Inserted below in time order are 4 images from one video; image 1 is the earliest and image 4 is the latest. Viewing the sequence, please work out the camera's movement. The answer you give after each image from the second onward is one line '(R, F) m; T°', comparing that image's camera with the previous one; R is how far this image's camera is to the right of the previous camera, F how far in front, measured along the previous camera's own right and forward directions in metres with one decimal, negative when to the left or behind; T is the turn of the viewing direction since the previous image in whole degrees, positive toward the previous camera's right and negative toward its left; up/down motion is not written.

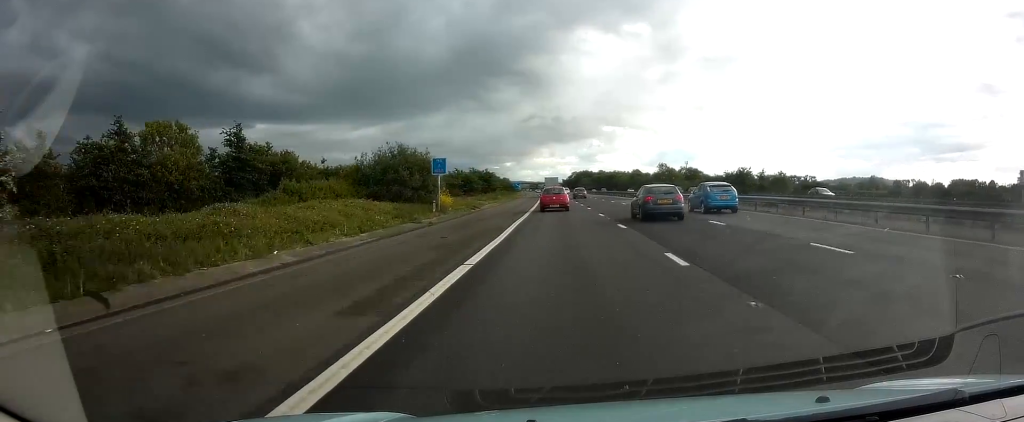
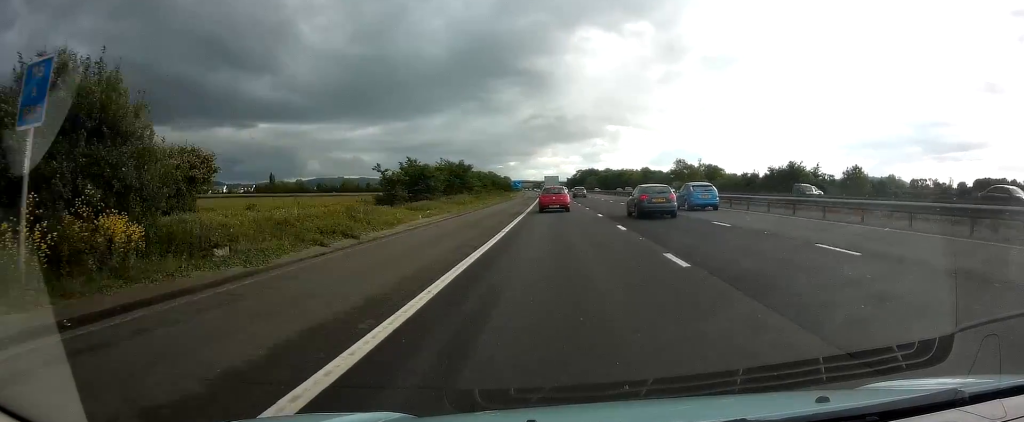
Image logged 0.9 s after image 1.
(-0.1, +27.7) m; -1°
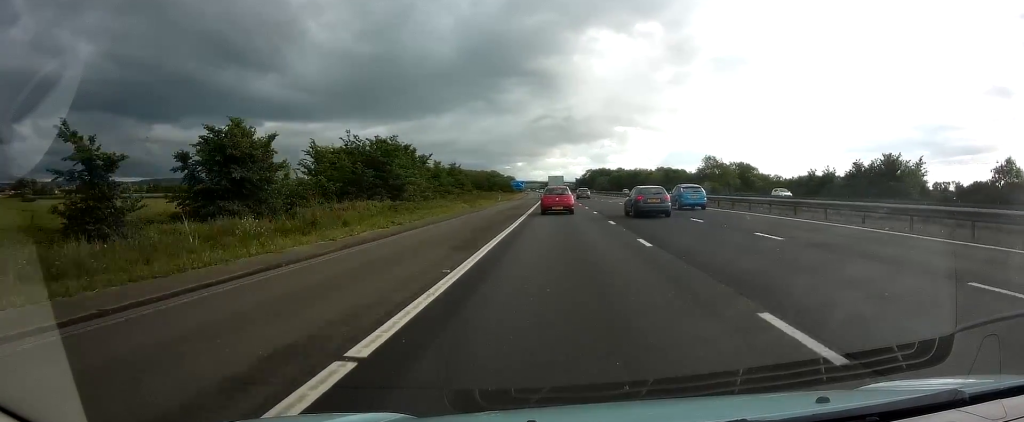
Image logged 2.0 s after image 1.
(-0.3, +32.1) m; 0°
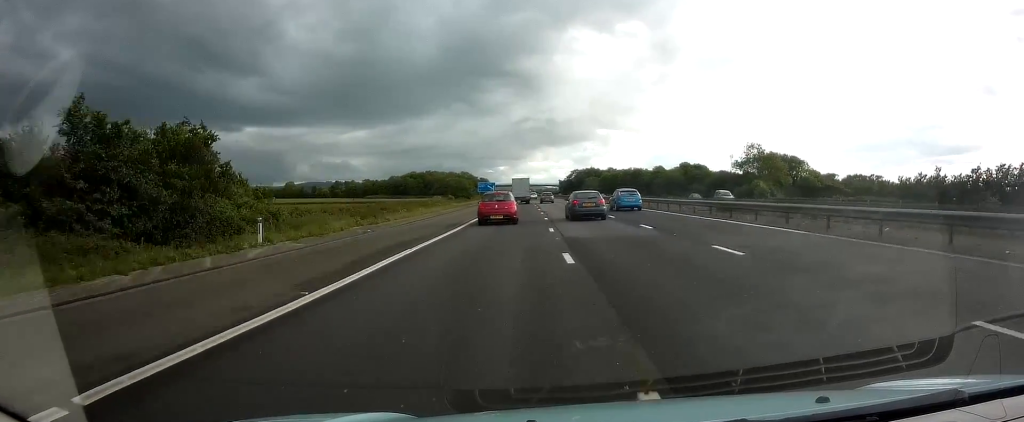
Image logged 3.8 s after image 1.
(+0.8, +56.1) m; +1°
